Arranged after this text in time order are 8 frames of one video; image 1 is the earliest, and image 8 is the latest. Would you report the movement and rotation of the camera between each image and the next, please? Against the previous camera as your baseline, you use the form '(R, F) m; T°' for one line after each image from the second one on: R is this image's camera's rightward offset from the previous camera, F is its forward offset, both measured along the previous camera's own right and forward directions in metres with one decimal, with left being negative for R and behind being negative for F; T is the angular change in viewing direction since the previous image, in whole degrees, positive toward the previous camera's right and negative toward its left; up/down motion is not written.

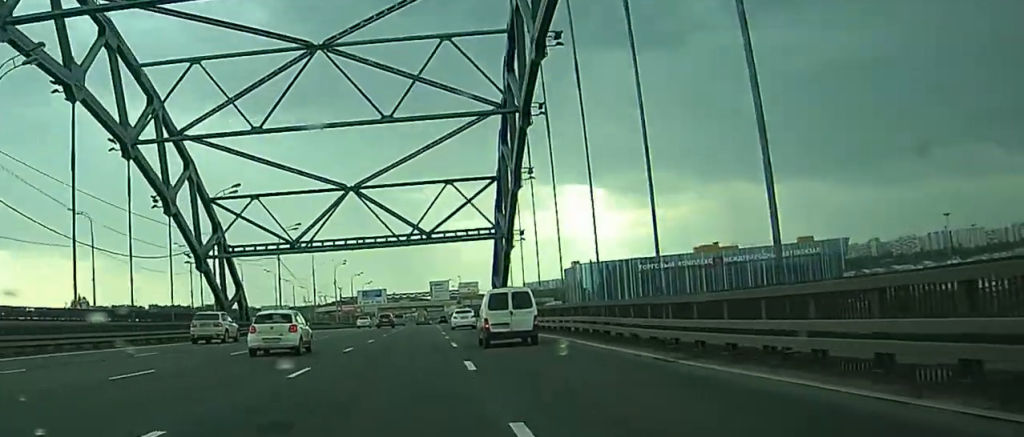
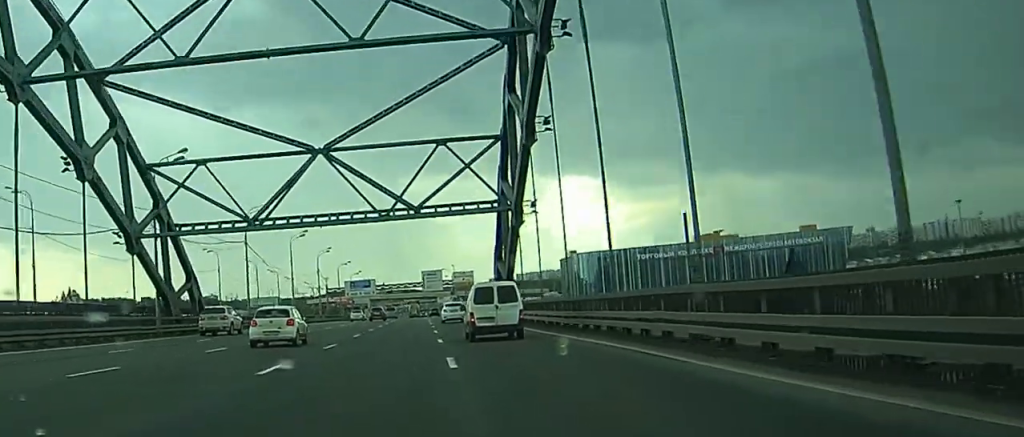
(+0.1, +13.4) m; 0°
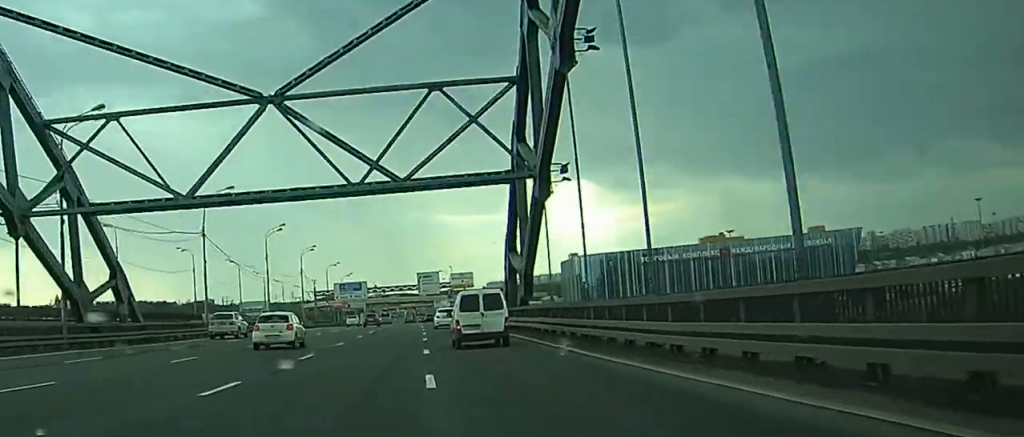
(-0.1, +14.6) m; 0°
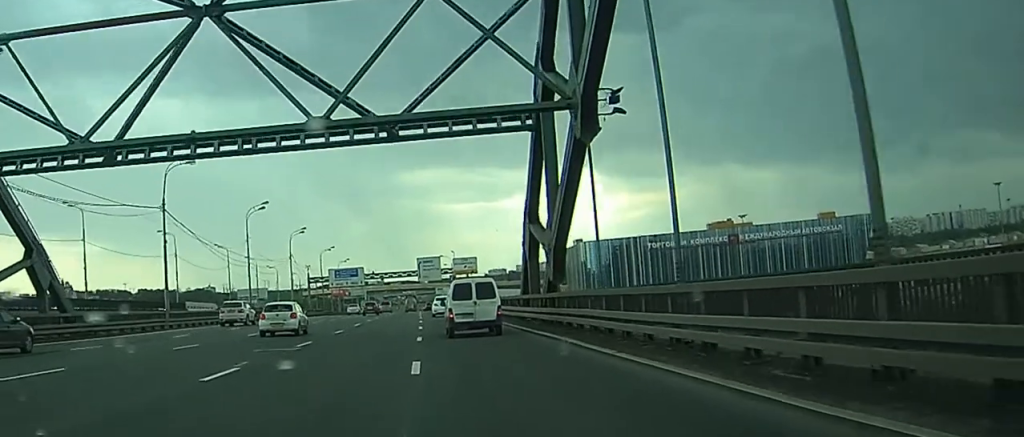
(0.0, +11.2) m; 0°
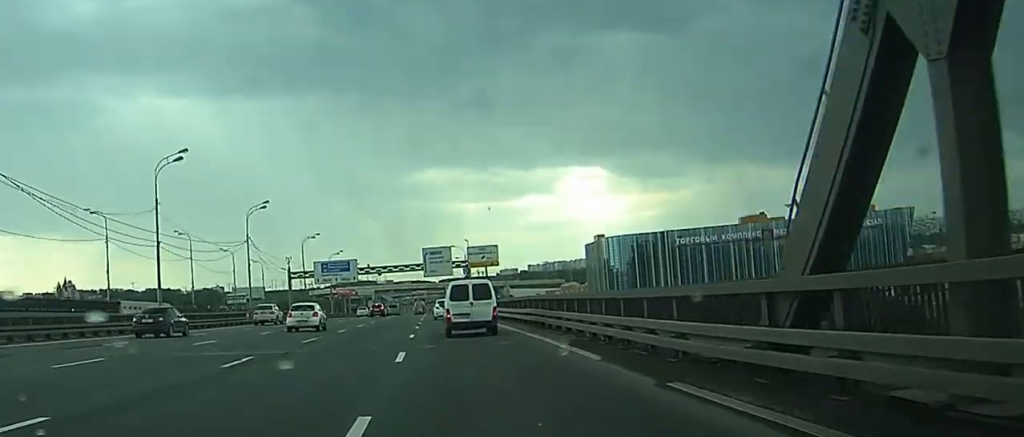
(+0.1, +33.8) m; +1°
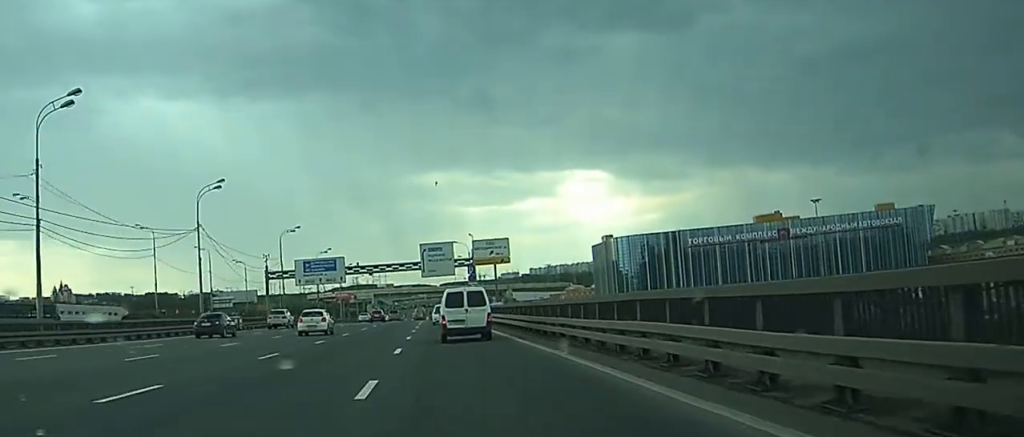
(+0.1, +19.9) m; +1°
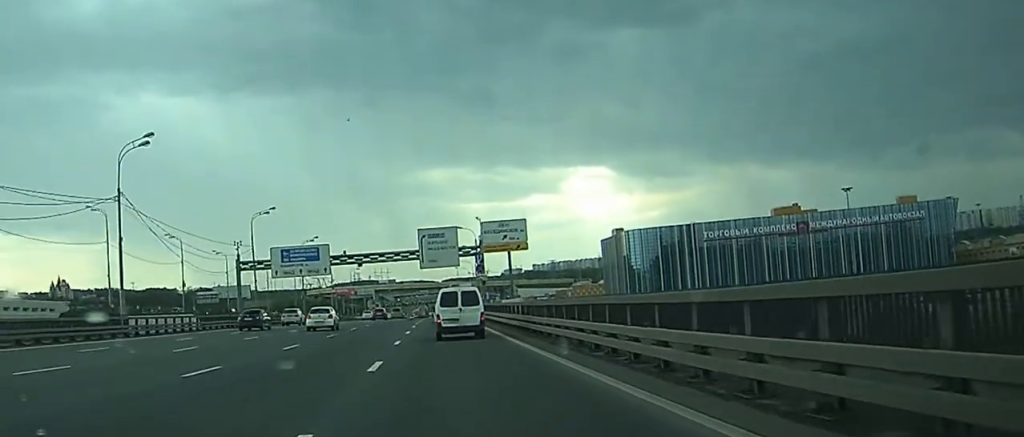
(+0.2, +19.6) m; +1°
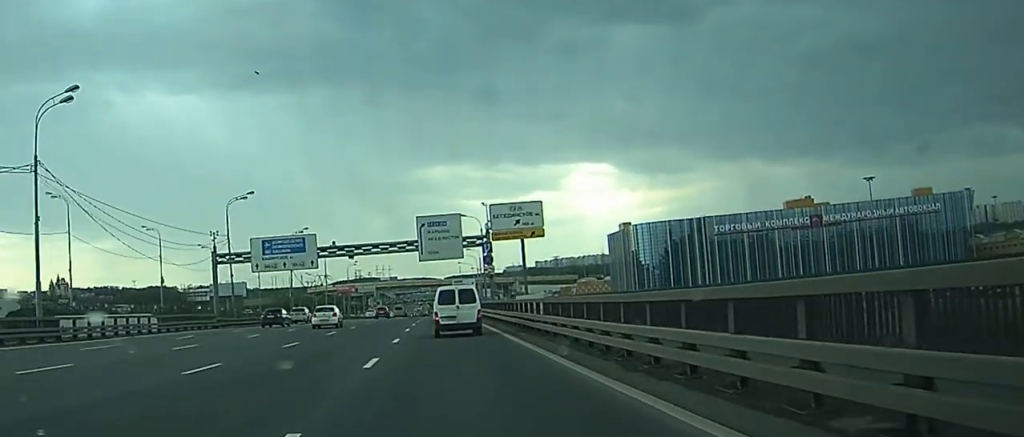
(+0.1, +12.2) m; +1°
